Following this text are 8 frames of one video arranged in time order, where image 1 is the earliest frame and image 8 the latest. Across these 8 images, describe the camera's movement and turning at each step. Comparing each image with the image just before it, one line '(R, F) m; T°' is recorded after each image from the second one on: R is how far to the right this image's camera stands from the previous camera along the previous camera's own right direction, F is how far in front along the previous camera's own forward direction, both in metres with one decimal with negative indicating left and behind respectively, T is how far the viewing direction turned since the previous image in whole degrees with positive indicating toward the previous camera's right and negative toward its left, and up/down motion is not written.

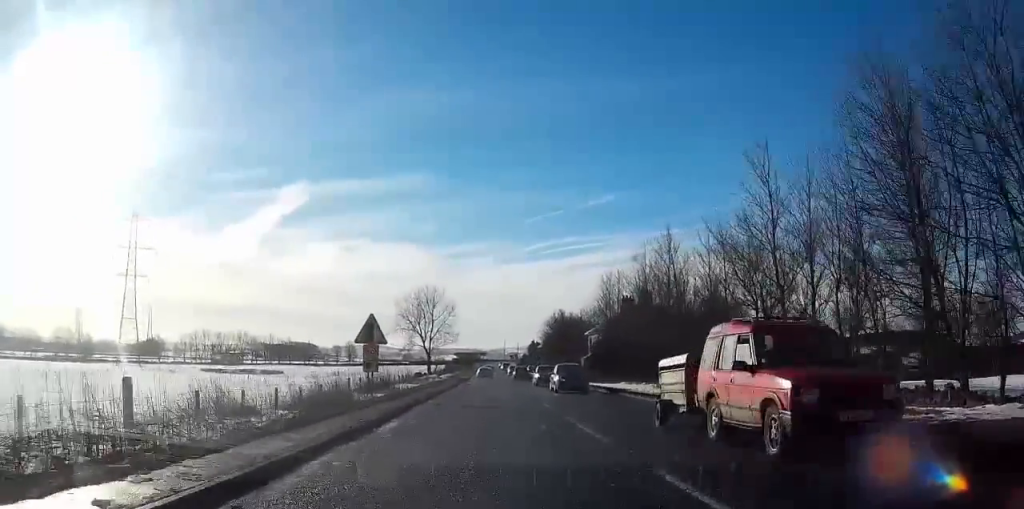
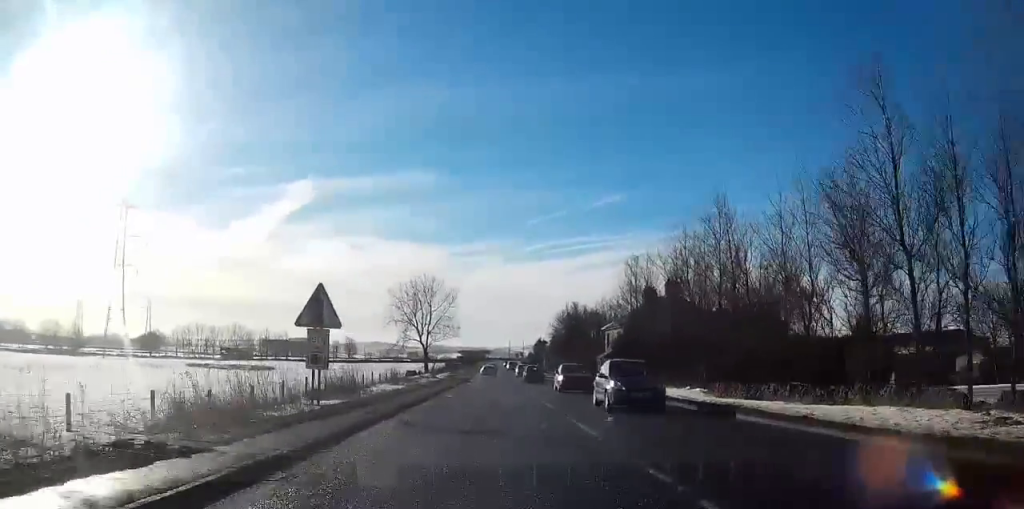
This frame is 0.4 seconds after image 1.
(0.0, +9.1) m; 0°
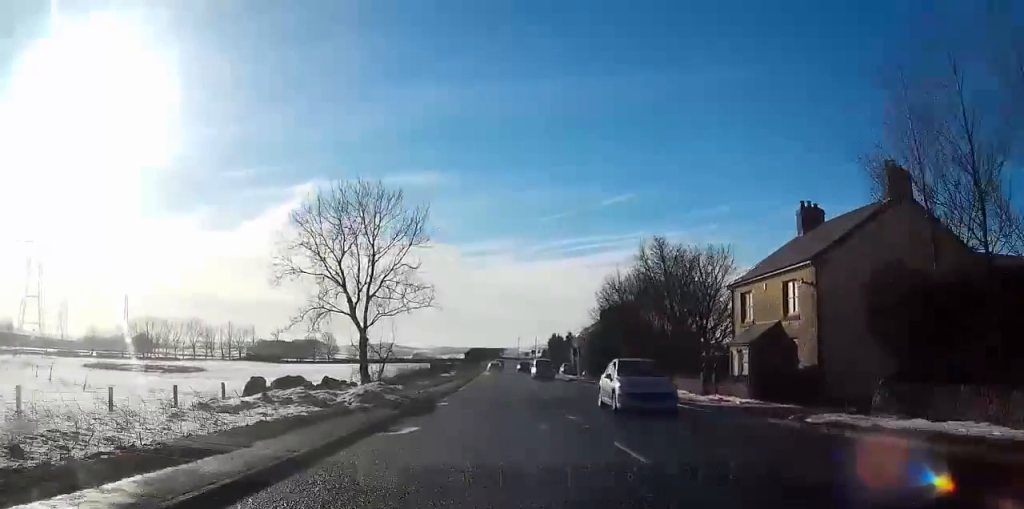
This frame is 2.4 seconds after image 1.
(-0.3, +38.9) m; 0°
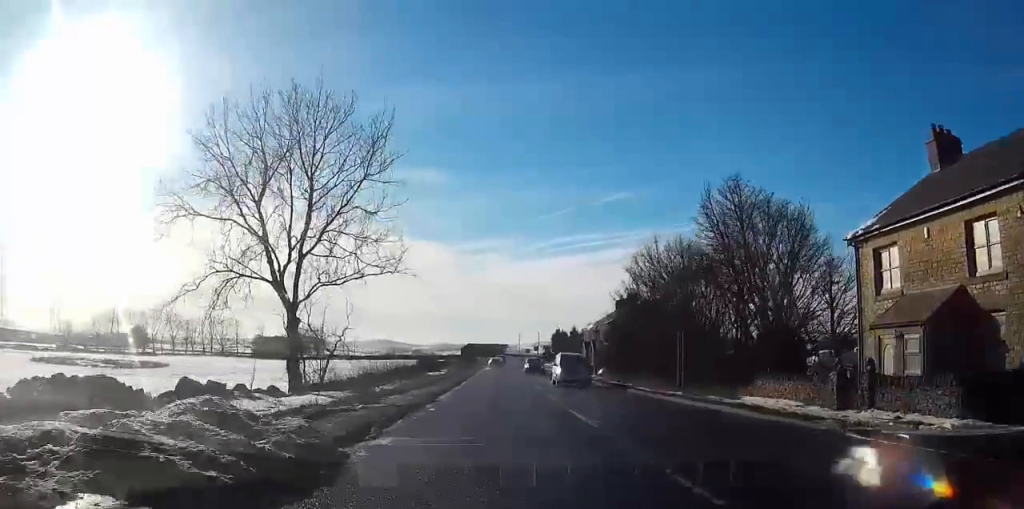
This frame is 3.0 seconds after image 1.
(+0.1, +13.3) m; 0°
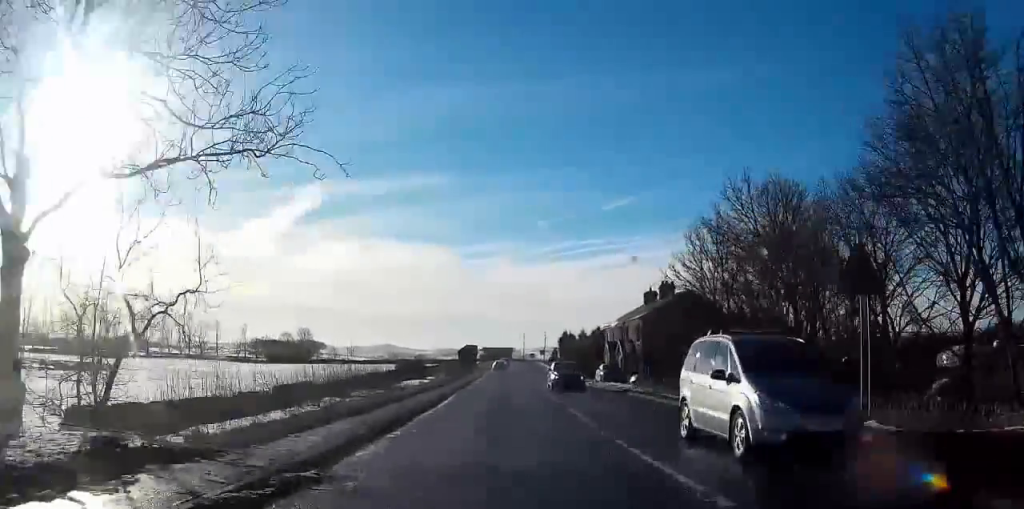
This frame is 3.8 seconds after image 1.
(-0.1, +15.8) m; 0°
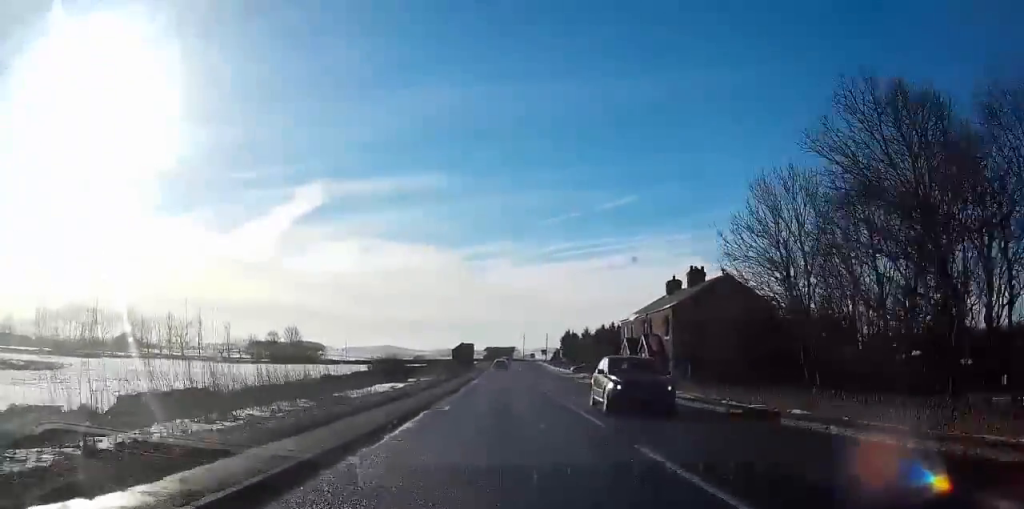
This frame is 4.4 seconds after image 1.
(-0.1, +10.4) m; 0°
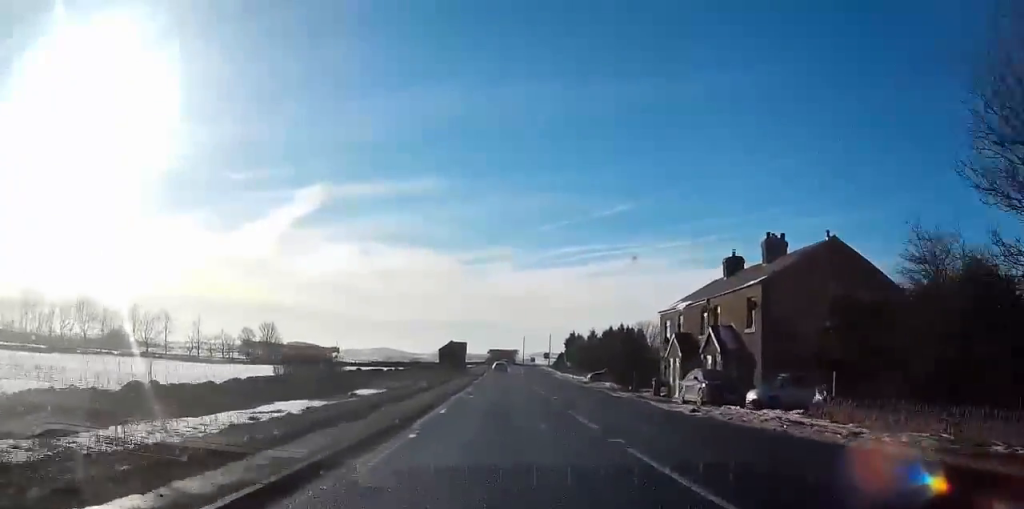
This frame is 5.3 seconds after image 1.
(+0.1, +17.0) m; 0°
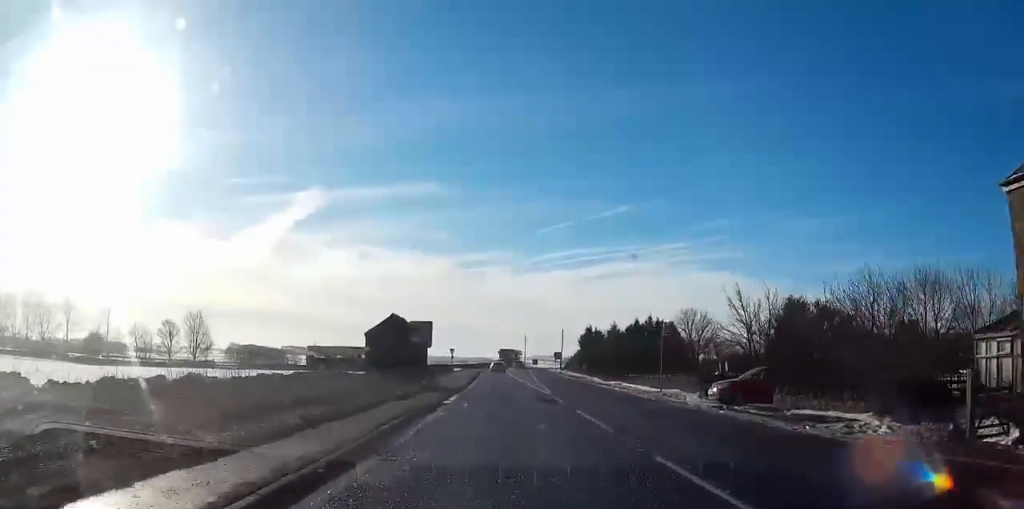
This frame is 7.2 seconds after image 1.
(0.0, +36.7) m; 0°
